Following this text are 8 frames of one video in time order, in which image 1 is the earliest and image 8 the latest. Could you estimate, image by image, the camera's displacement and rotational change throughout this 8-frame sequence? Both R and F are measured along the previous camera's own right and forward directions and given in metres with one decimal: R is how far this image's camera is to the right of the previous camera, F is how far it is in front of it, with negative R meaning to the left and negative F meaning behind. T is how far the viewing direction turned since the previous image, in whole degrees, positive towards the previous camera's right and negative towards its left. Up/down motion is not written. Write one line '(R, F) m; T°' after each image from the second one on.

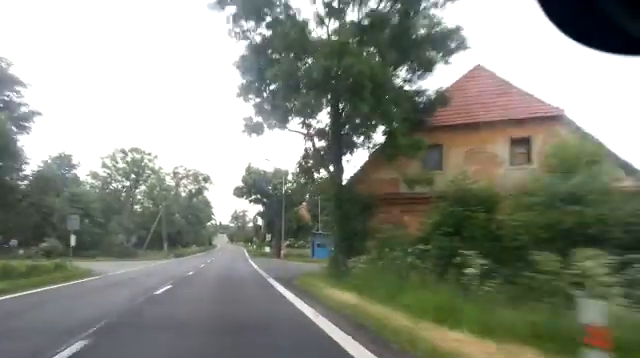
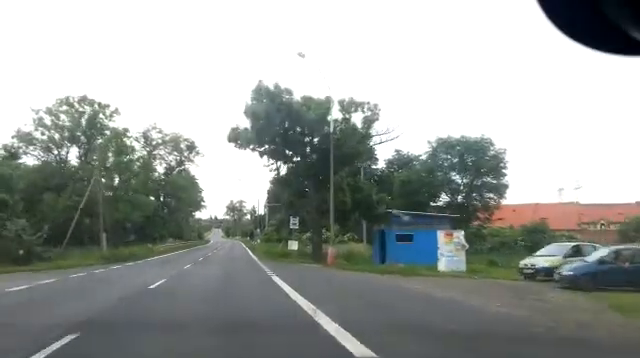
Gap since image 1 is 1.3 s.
(+0.1, +26.8) m; 0°
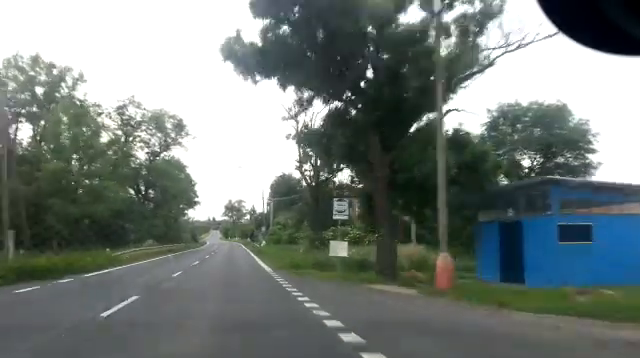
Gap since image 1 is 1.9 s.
(0.0, +13.5) m; 0°
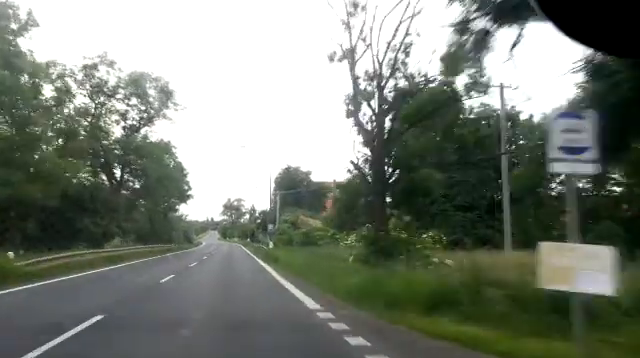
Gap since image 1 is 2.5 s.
(0.0, +12.1) m; 0°
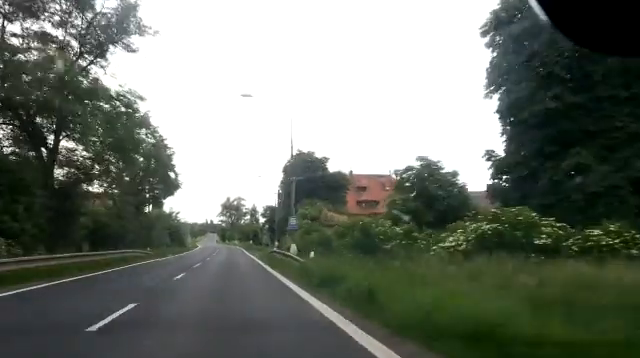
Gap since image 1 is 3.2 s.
(0.0, +16.4) m; +1°
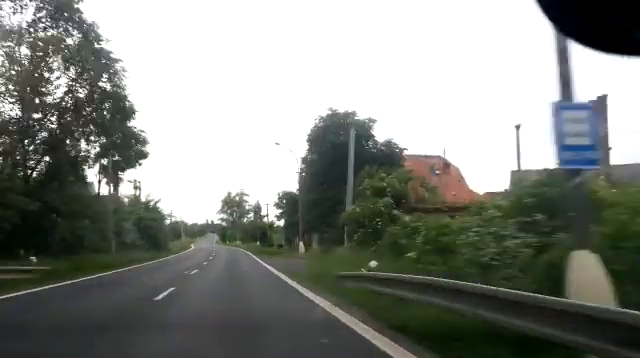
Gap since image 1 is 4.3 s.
(+0.3, +23.6) m; +1°
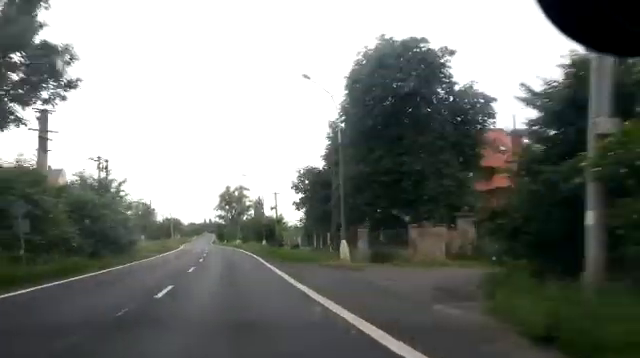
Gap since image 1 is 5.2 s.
(0.0, +17.9) m; -1°
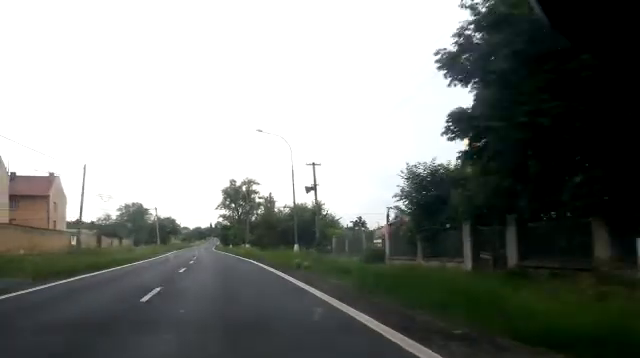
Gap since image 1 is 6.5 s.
(-0.5, +28.1) m; -2°
